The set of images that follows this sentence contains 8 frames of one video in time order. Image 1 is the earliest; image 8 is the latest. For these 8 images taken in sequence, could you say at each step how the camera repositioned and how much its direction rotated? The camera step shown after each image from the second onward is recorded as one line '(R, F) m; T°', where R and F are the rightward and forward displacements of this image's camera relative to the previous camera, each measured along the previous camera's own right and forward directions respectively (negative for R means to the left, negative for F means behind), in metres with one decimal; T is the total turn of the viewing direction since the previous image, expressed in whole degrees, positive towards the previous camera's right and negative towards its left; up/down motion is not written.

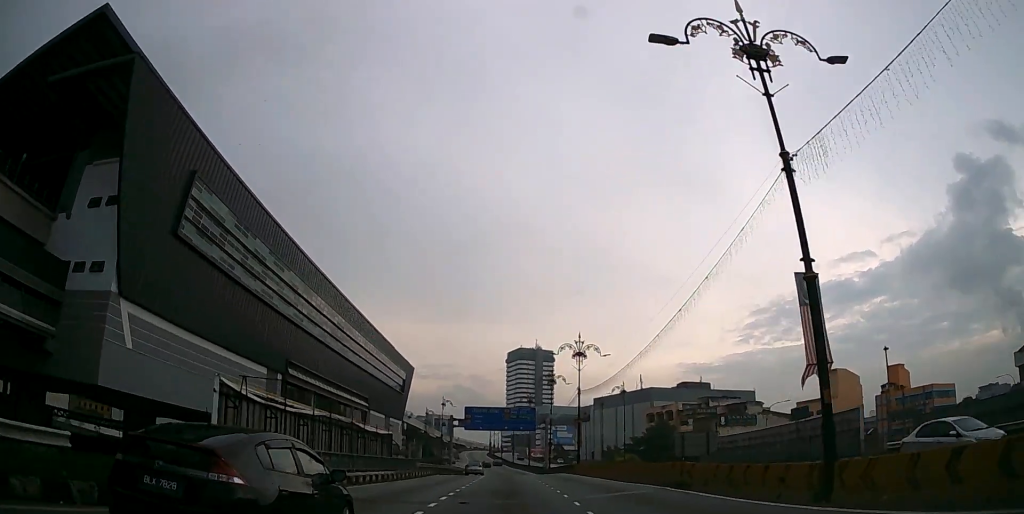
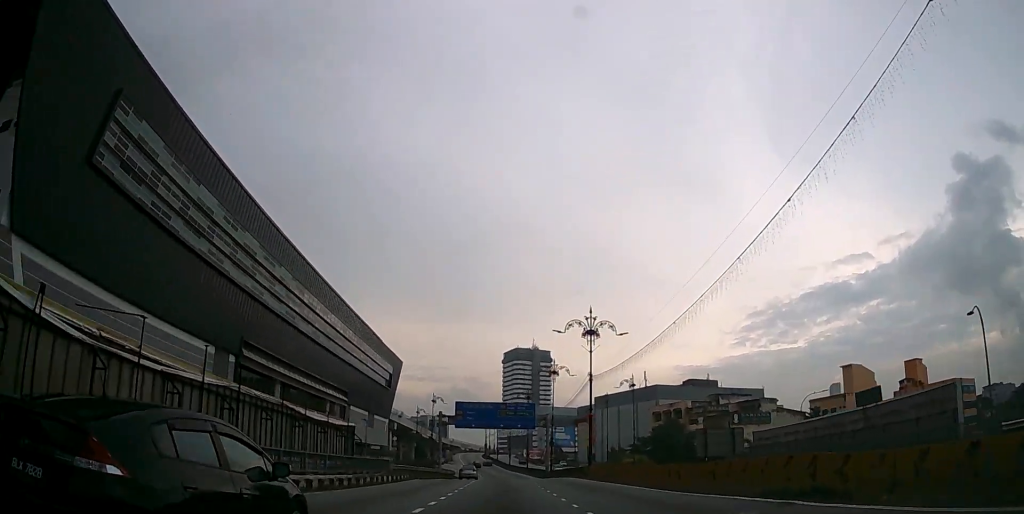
(0.0, +7.4) m; 0°
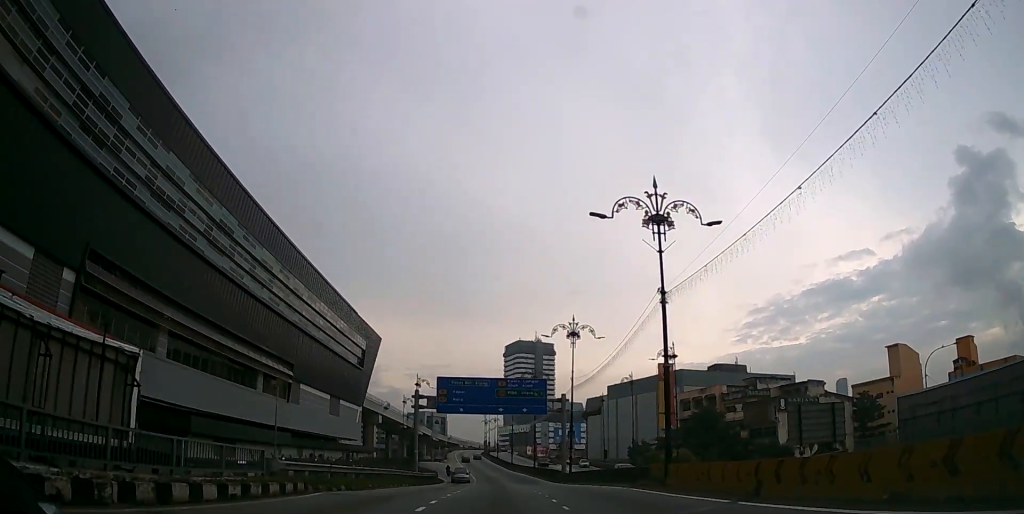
(0.0, +16.3) m; 0°
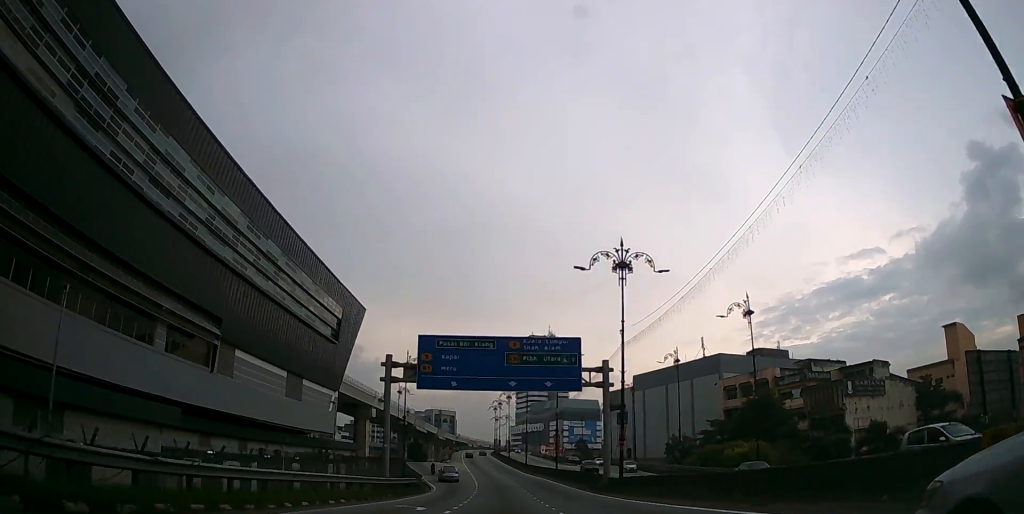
(-0.1, +15.3) m; -1°
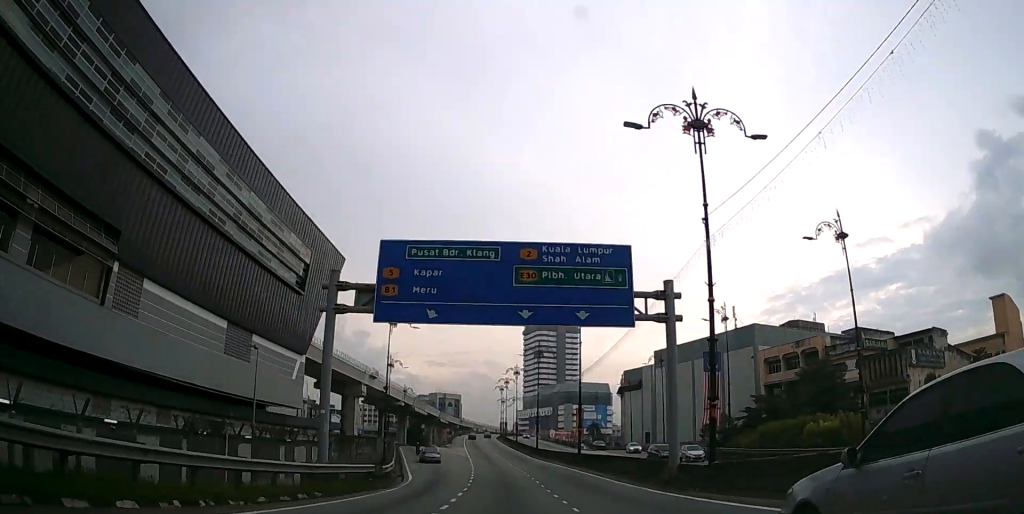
(-0.1, +12.1) m; -1°
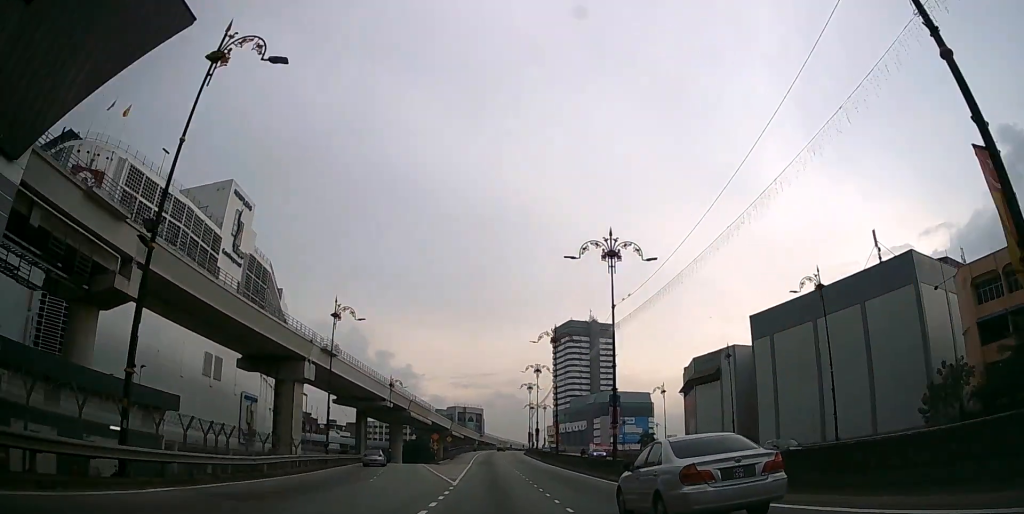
(-0.9, +36.7) m; -3°
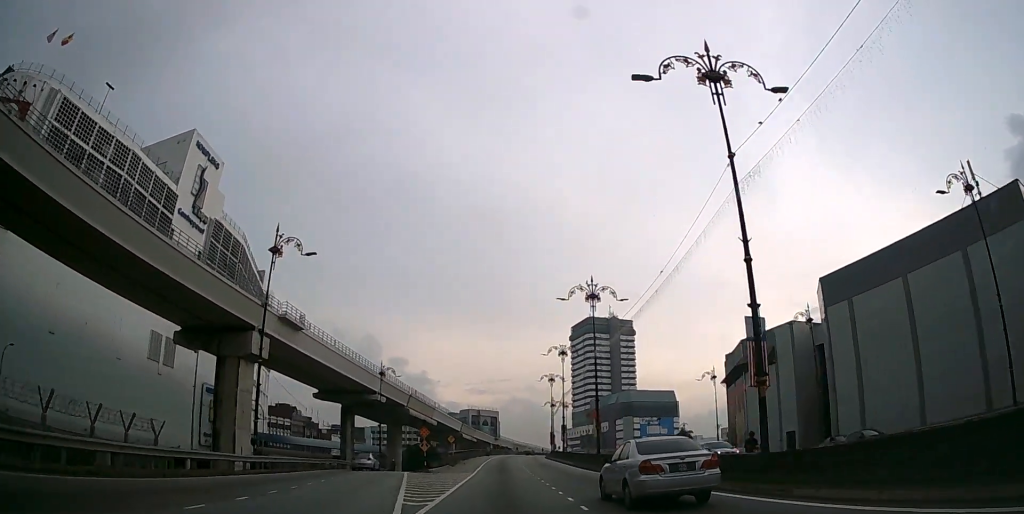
(-0.2, +16.4) m; -1°
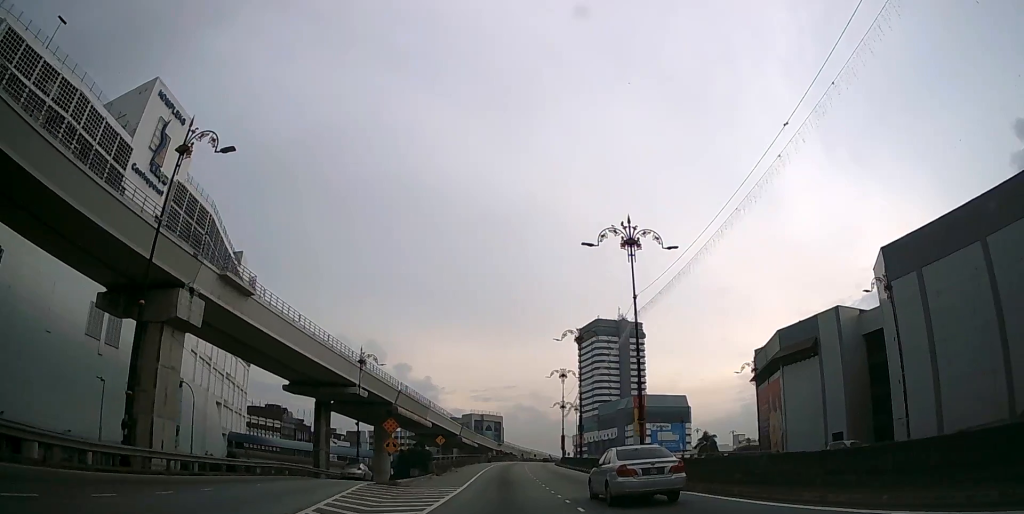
(-0.1, +12.0) m; -1°
